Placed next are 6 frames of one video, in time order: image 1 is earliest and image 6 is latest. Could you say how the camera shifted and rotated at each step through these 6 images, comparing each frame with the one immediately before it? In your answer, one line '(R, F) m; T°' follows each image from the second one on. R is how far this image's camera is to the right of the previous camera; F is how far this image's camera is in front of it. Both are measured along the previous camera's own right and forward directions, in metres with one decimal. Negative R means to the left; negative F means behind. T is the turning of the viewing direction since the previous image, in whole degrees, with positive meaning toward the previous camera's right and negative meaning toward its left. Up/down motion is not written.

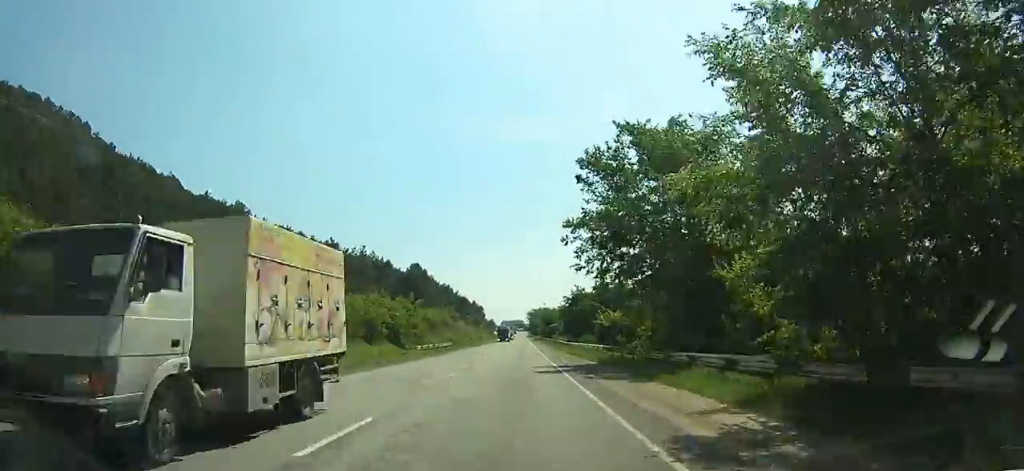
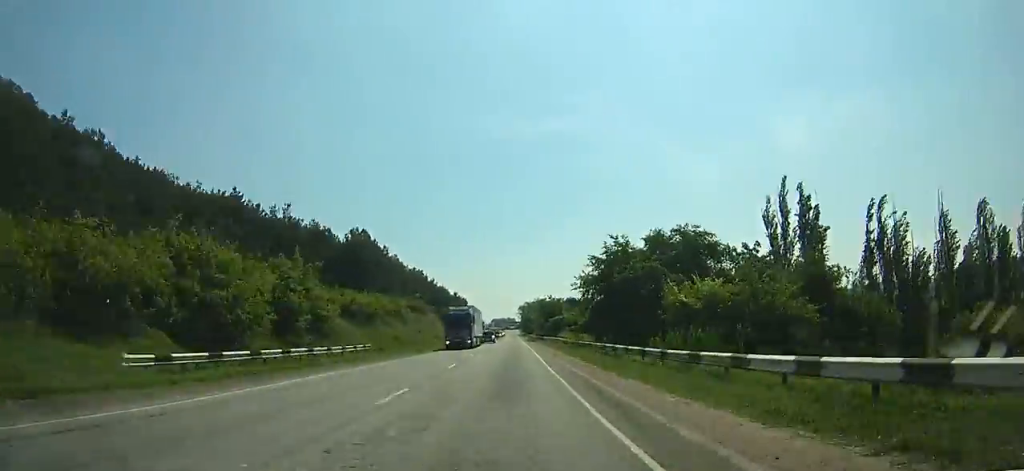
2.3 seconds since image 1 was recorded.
(+0.1, +43.0) m; 0°
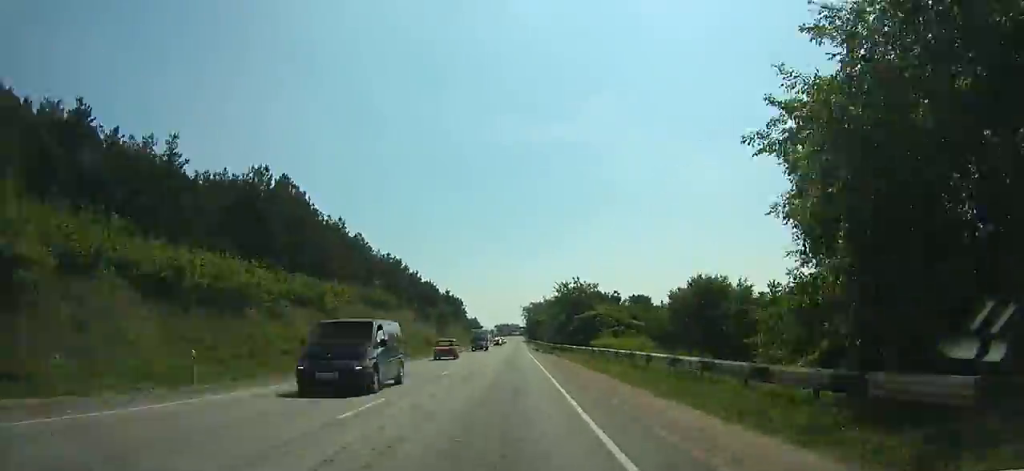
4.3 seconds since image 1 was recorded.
(+0.1, +37.2) m; 0°
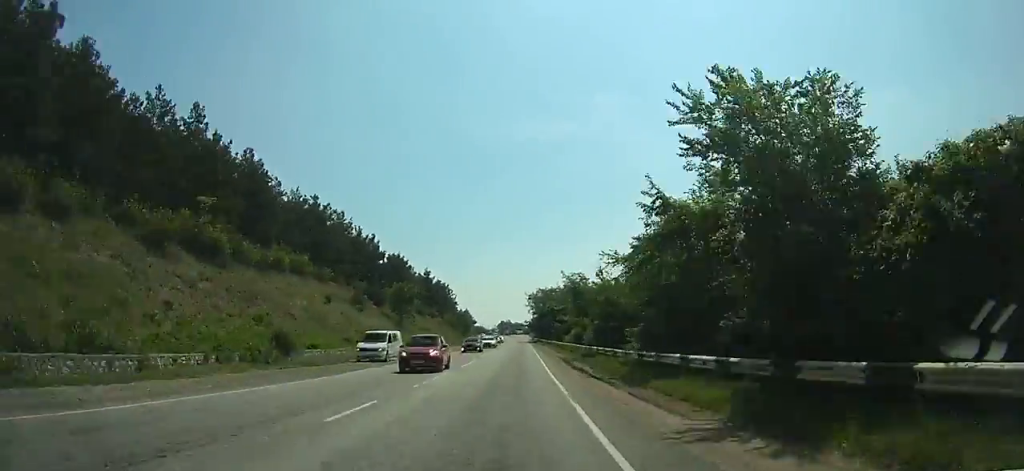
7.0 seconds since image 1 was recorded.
(+0.1, +49.6) m; 0°
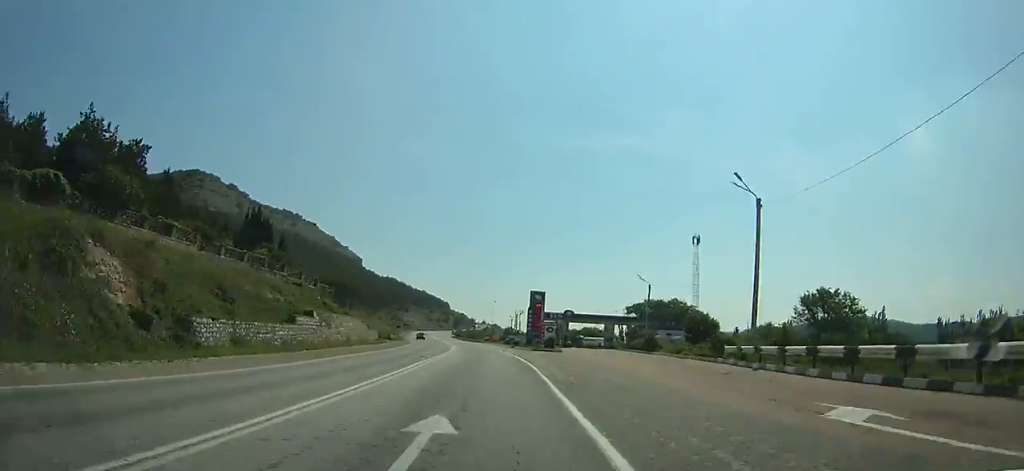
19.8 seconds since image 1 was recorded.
(-5.2, +231.3) m; -6°
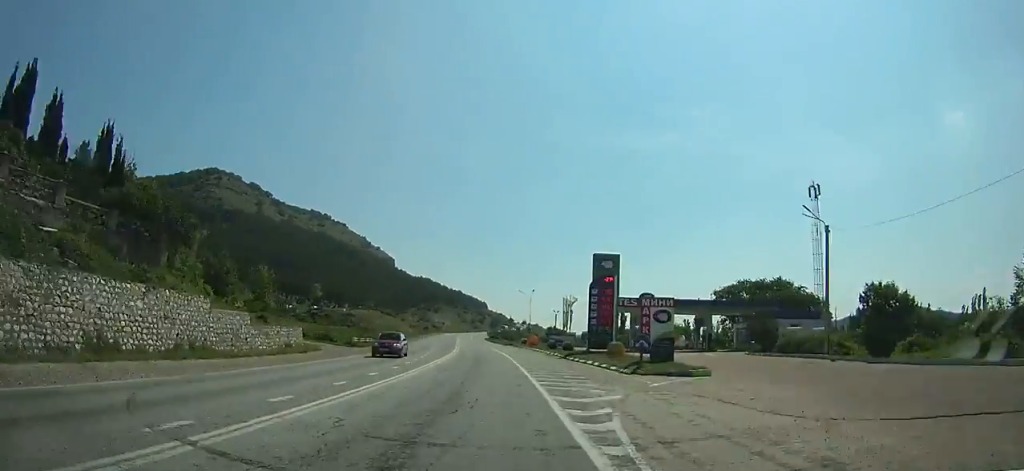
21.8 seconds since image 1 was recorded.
(-1.1, +35.7) m; -4°
